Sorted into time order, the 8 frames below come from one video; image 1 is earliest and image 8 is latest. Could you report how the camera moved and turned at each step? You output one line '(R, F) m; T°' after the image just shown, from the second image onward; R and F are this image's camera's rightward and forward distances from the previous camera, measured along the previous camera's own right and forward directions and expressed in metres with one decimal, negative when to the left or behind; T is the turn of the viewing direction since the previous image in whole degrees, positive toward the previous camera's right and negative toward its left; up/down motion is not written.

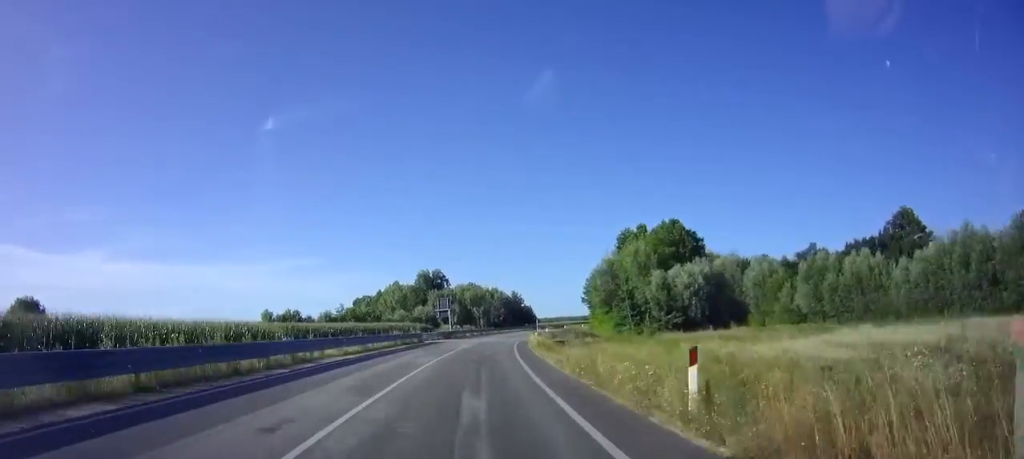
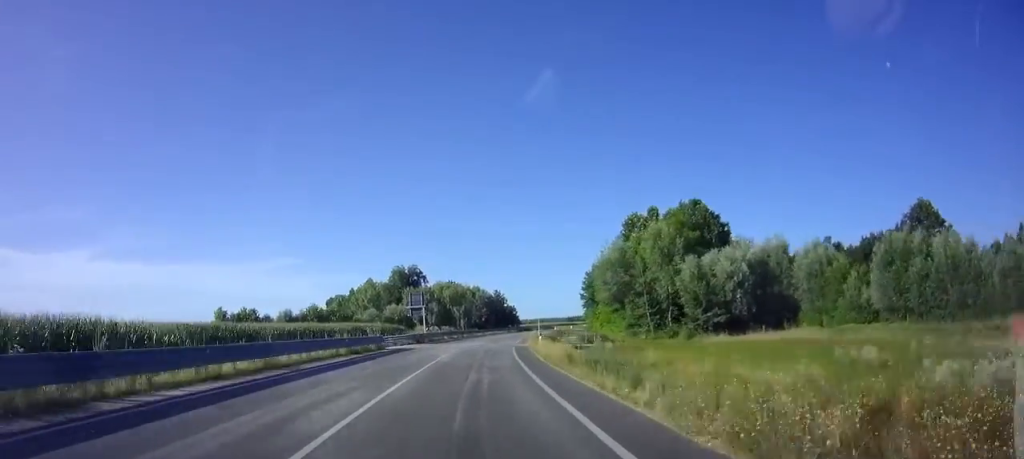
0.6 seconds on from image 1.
(+0.9, +12.8) m; +4°
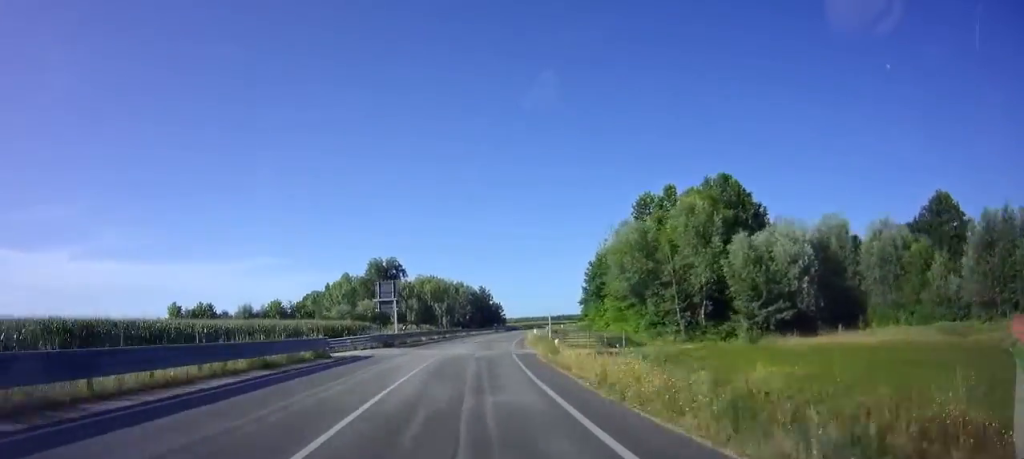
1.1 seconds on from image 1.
(+0.2, +10.8) m; +4°
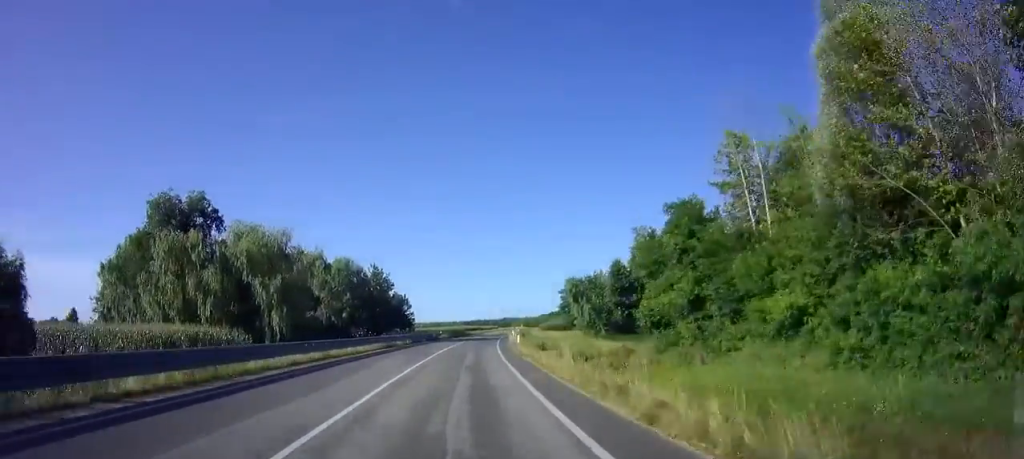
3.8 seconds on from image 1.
(+4.5, +61.9) m; +8°
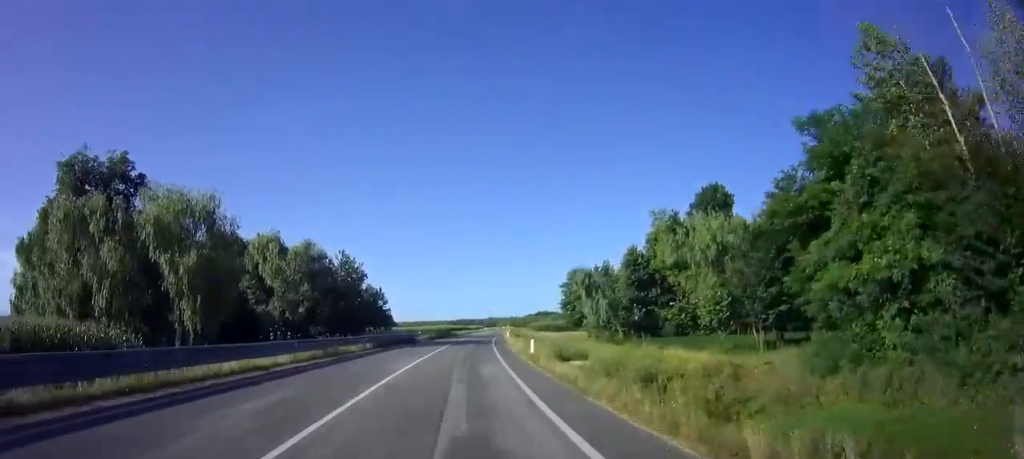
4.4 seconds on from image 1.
(+0.3, +14.3) m; +2°
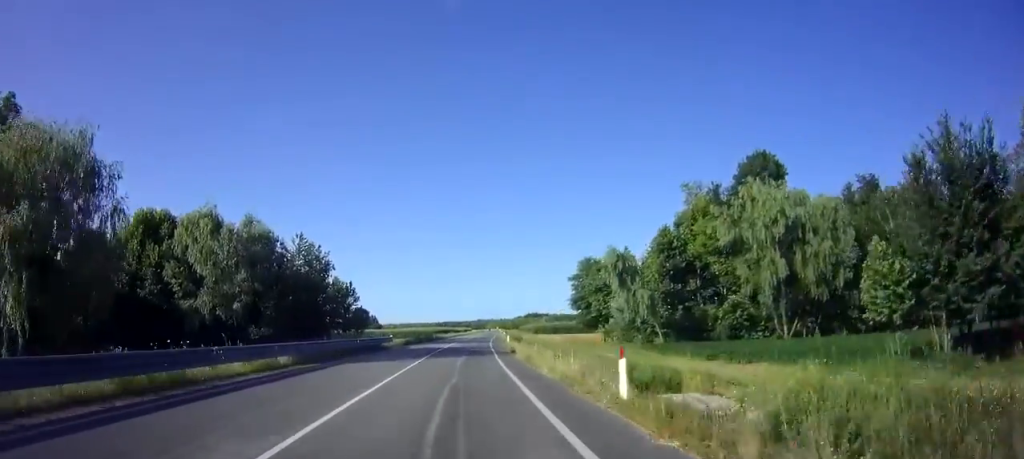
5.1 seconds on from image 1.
(+0.1, +15.2) m; +1°
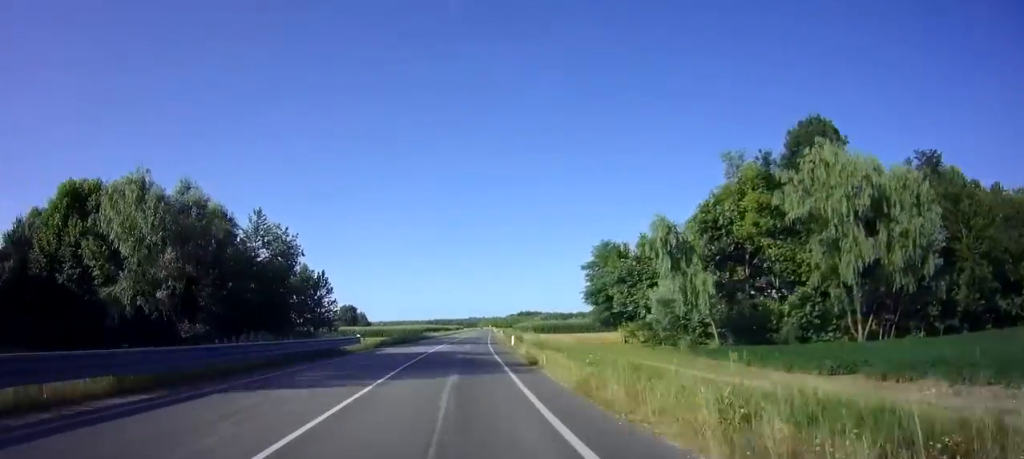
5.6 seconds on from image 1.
(+0.2, +12.3) m; +1°
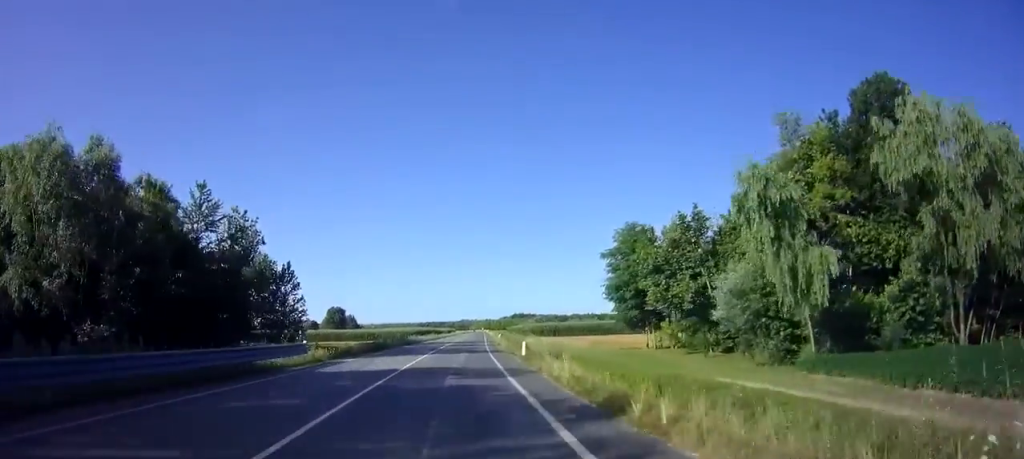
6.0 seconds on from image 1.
(0.0, +10.7) m; +1°
